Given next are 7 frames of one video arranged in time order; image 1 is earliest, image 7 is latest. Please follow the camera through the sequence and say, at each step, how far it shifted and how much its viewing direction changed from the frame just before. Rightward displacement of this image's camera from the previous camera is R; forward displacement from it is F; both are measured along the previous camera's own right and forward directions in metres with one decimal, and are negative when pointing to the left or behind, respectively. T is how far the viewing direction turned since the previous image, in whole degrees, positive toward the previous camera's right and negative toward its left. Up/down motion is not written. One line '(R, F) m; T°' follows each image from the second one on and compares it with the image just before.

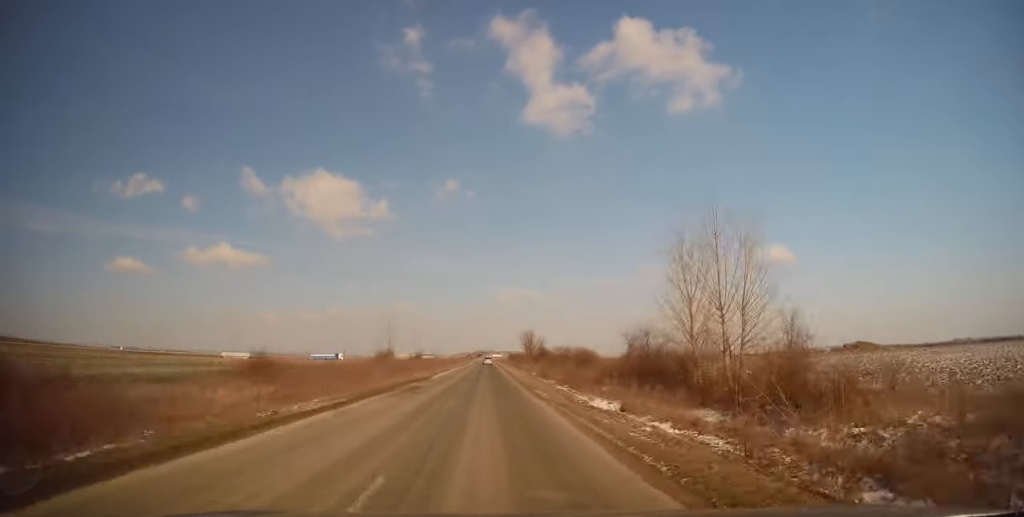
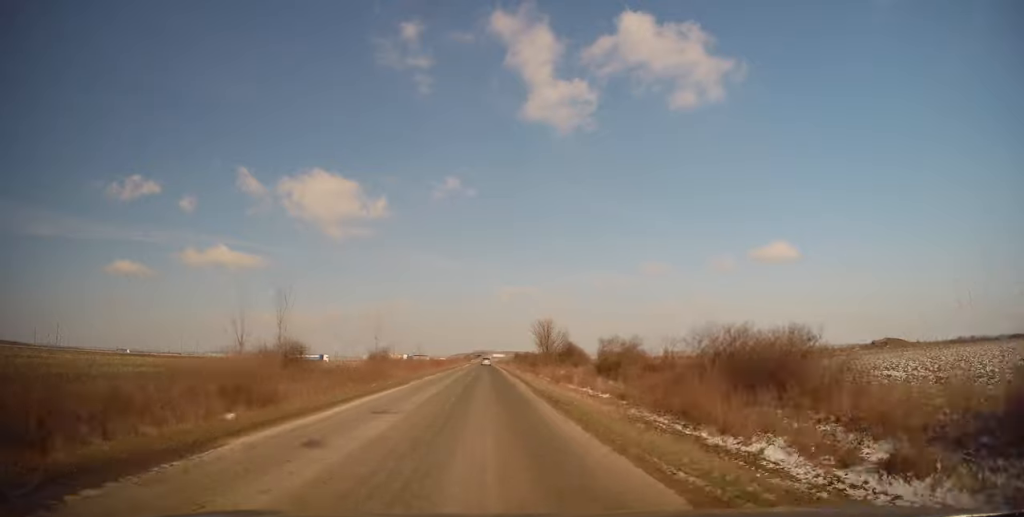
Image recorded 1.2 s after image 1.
(+0.1, +29.0) m; 0°
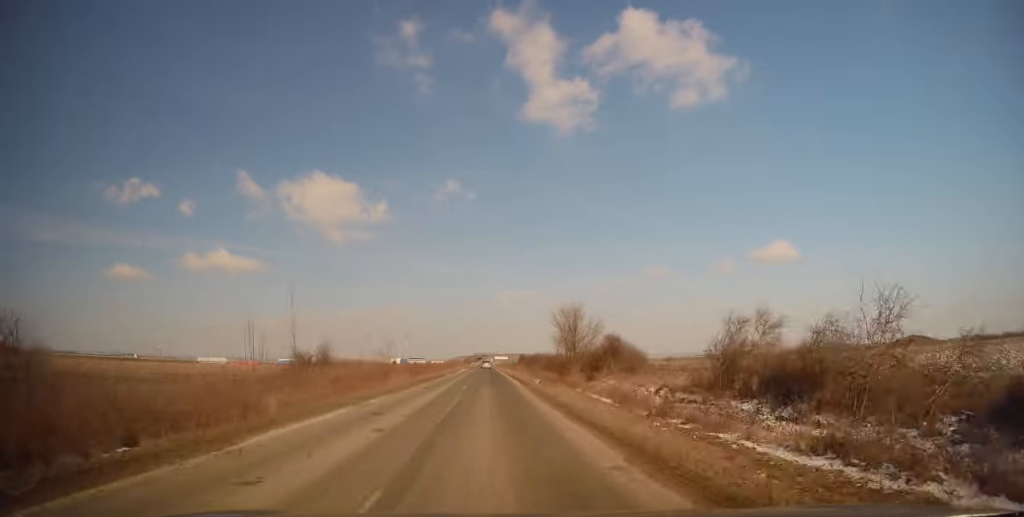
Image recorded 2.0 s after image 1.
(-0.1, +21.5) m; 0°
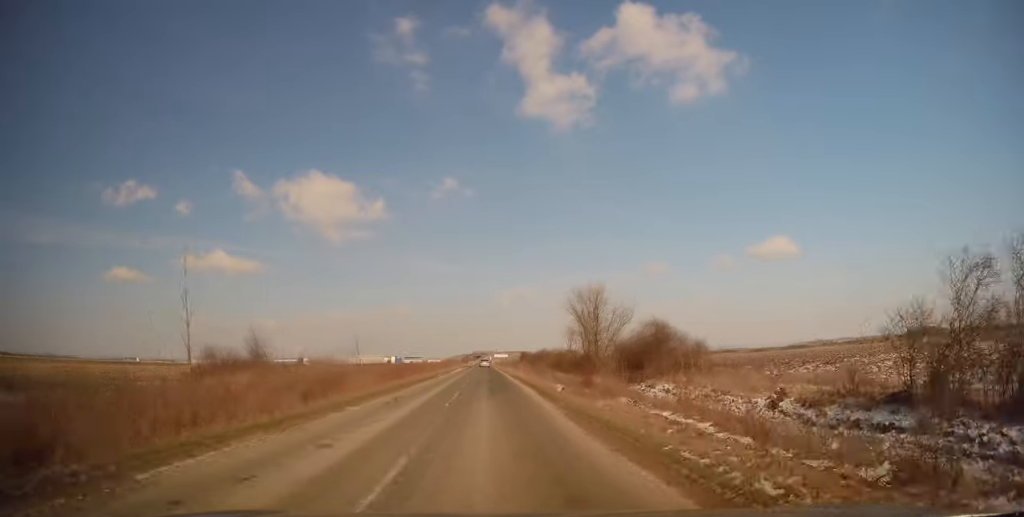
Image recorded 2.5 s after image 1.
(0.0, +10.7) m; 0°
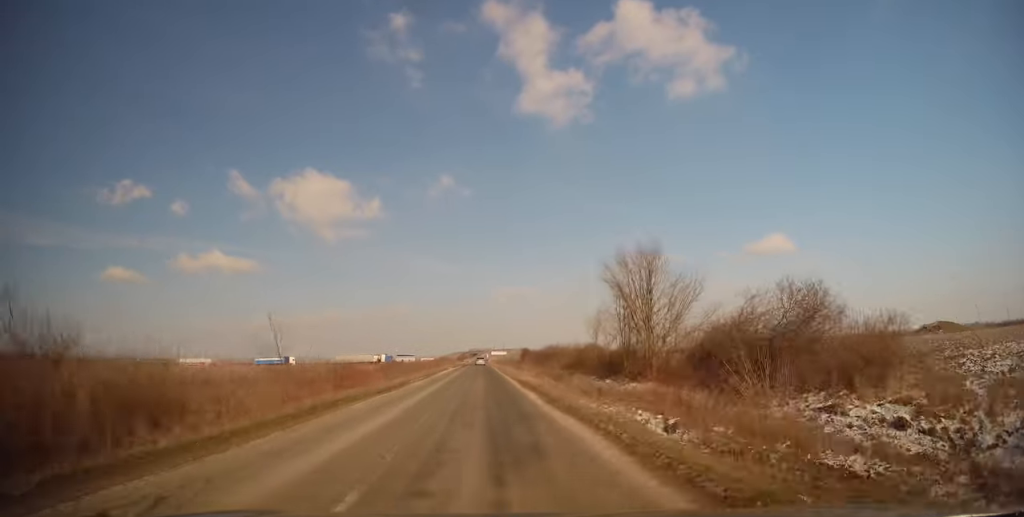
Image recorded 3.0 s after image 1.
(0.0, +14.0) m; 0°
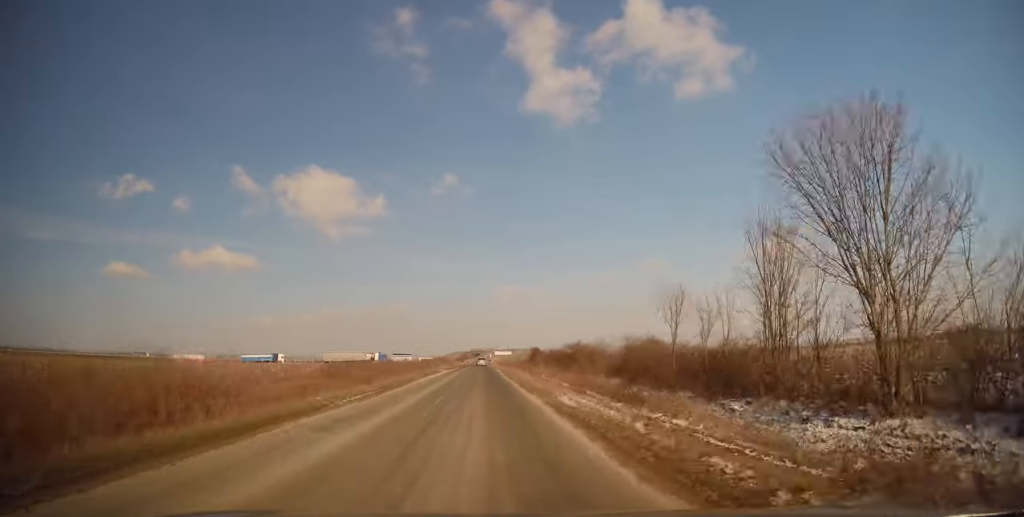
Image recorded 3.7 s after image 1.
(0.0, +16.3) m; 0°
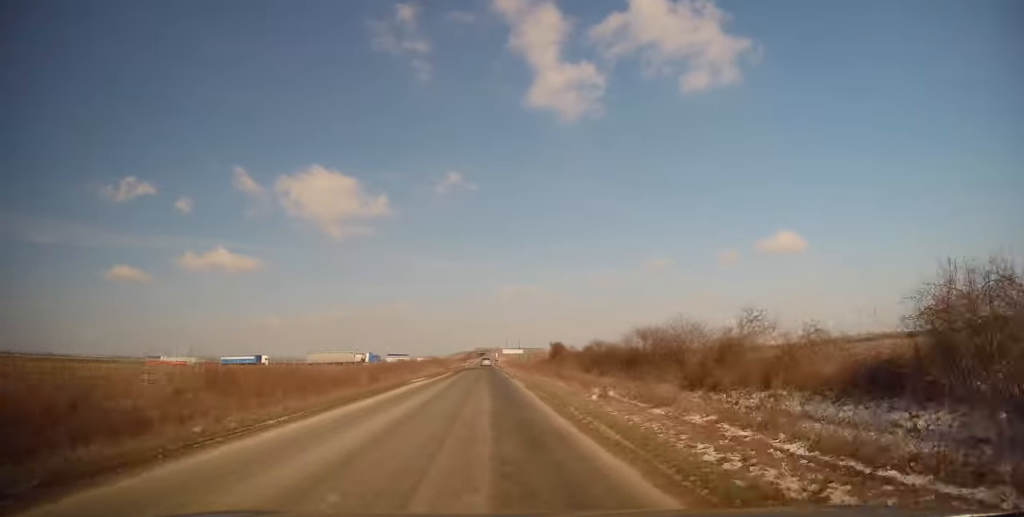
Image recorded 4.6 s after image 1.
(-0.1, +22.1) m; 0°
